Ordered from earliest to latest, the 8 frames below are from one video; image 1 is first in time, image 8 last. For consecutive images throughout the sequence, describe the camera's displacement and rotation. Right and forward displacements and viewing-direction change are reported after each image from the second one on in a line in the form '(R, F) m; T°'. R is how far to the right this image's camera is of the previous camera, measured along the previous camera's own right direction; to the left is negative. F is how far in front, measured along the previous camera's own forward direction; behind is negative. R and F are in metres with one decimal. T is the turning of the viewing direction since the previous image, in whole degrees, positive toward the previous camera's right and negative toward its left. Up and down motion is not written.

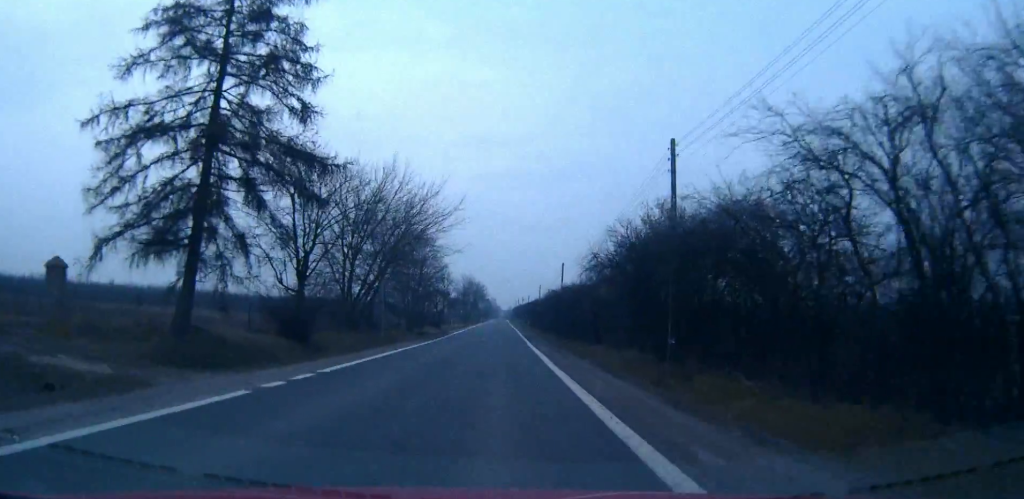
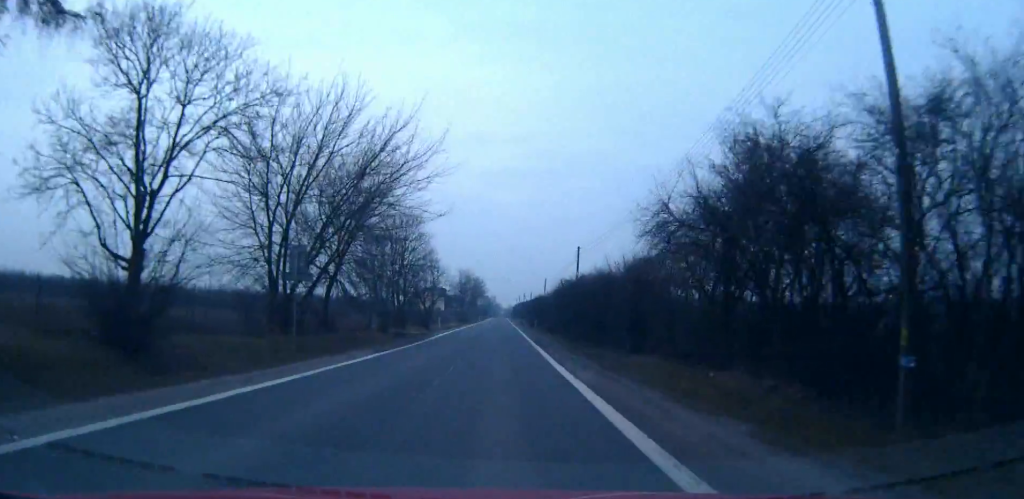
(0.0, +15.7) m; 0°
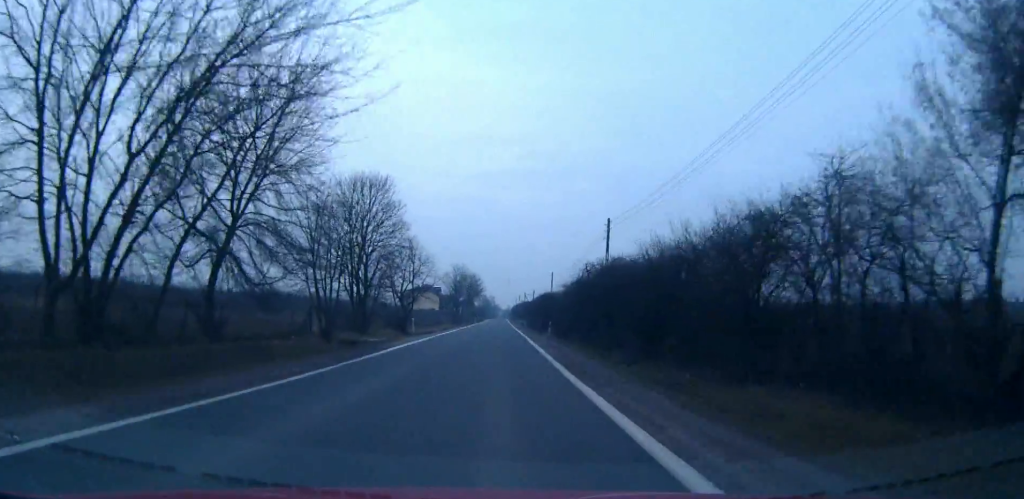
(0.0, +17.9) m; 0°
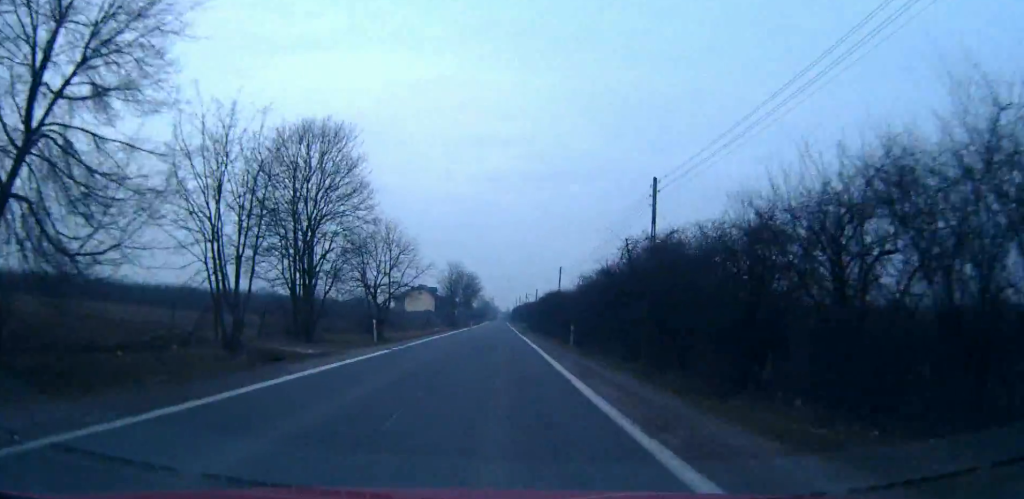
(0.0, +13.5) m; 0°
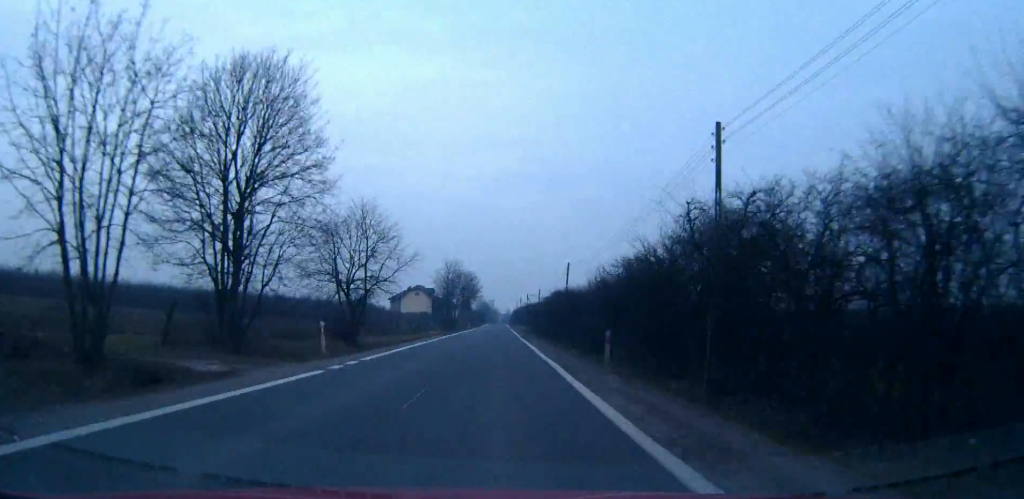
(0.0, +9.3) m; 0°
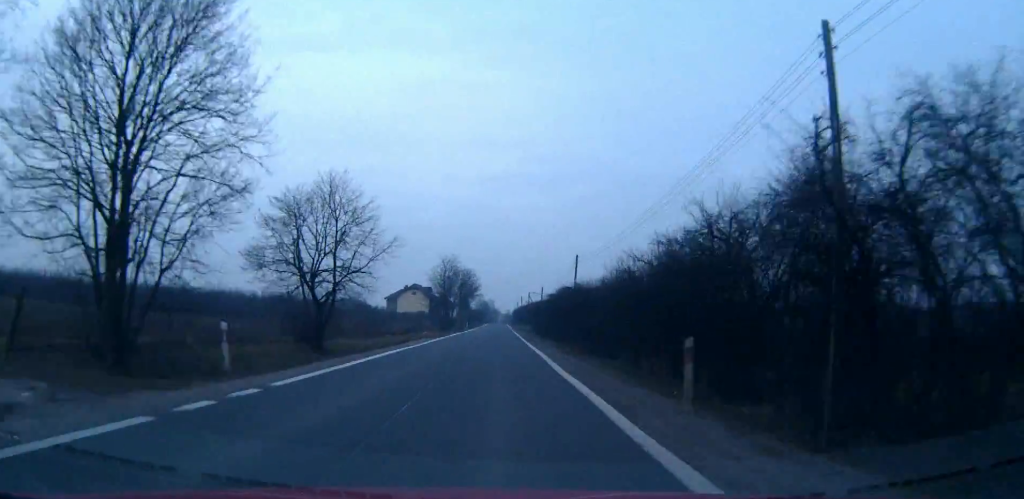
(0.0, +8.3) m; 0°
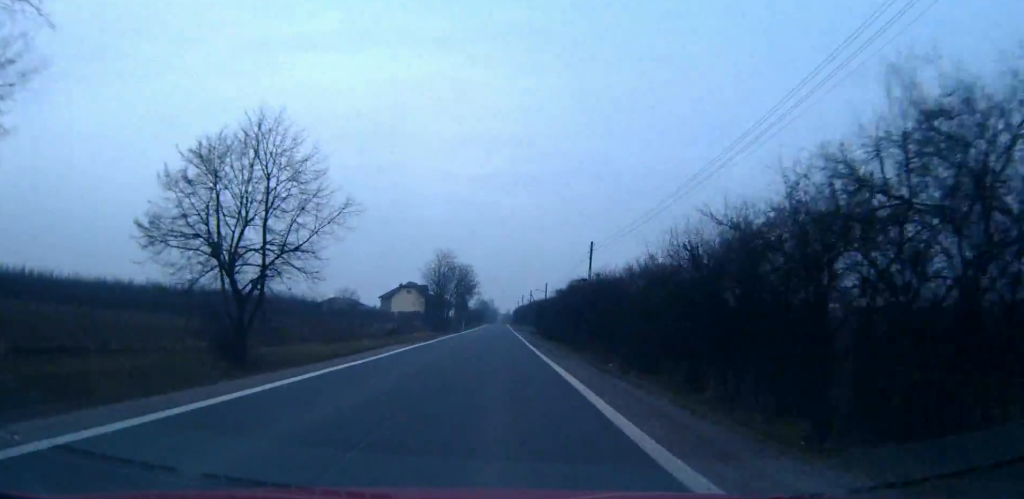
(0.0, +10.9) m; 0°
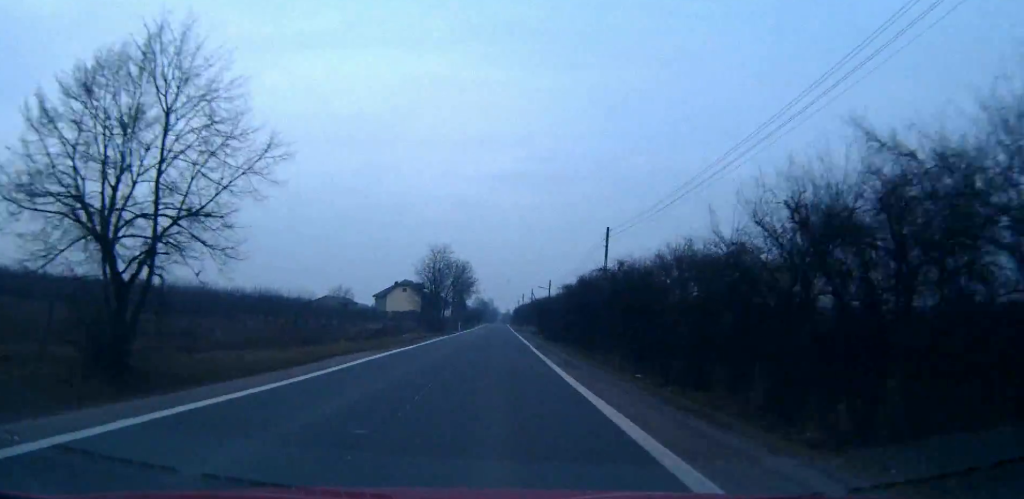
(0.0, +8.5) m; 0°
